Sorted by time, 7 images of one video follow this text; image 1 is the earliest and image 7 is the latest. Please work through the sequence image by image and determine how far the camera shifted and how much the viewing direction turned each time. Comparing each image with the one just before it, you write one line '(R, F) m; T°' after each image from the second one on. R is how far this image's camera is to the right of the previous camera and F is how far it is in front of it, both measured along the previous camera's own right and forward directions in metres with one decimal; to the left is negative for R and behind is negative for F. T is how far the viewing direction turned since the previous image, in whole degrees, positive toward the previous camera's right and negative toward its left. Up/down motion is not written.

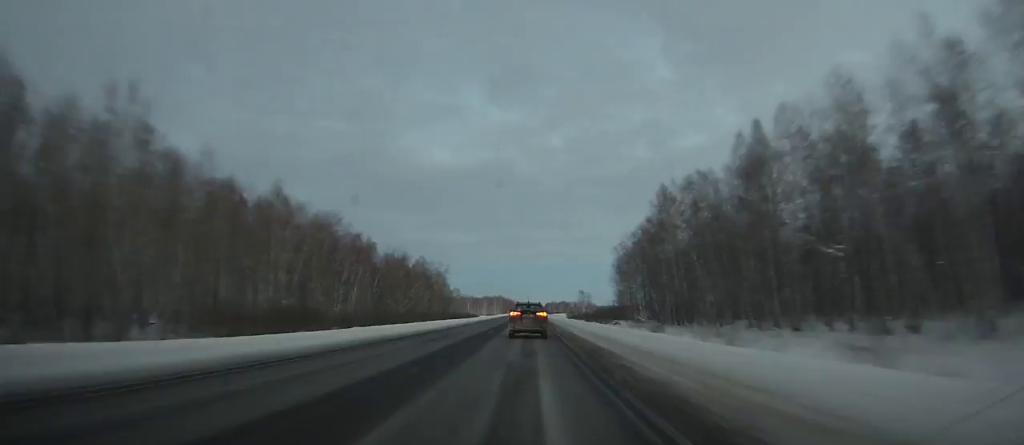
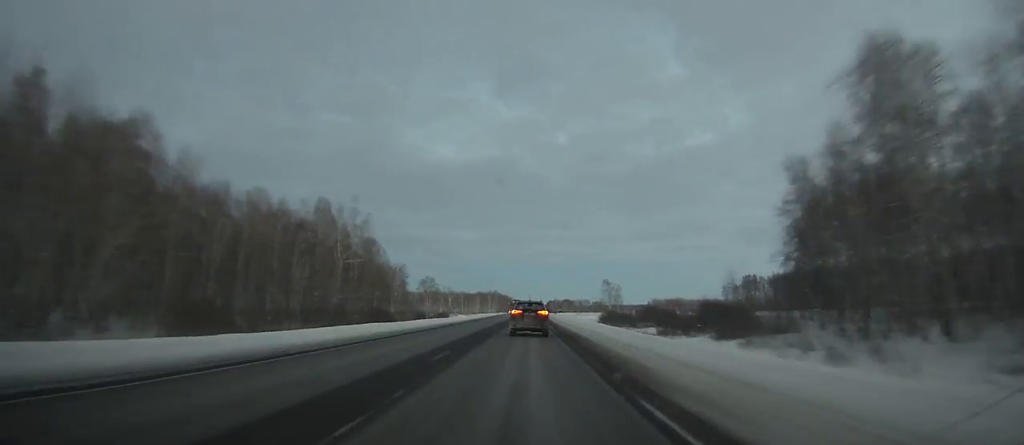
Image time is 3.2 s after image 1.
(+0.1, +90.3) m; 0°
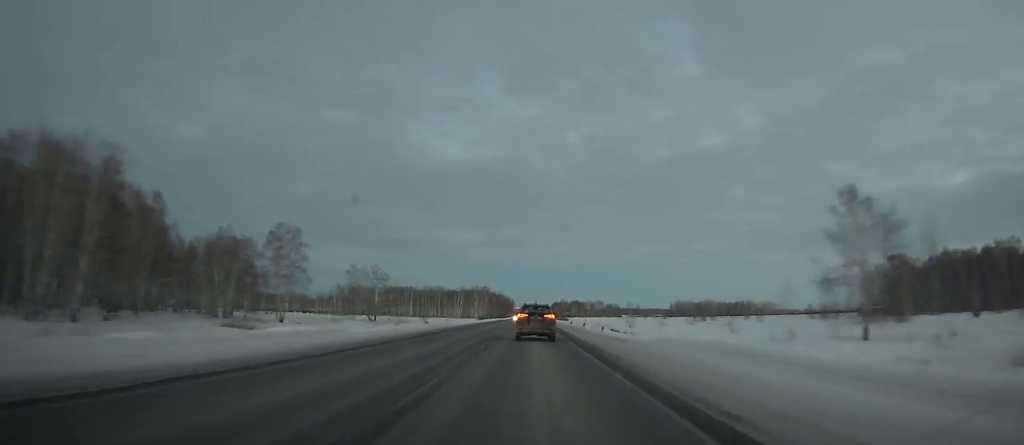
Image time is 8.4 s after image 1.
(-0.5, +148.0) m; 0°
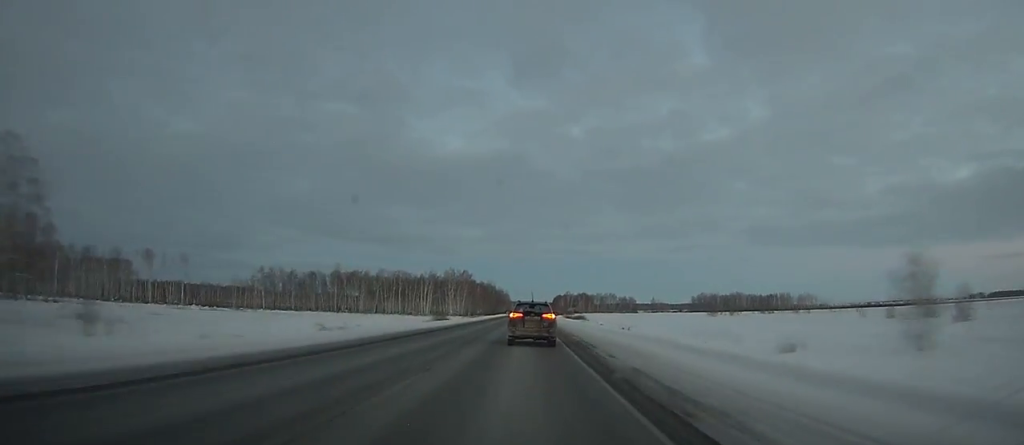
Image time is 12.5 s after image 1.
(+0.6, +116.4) m; 0°
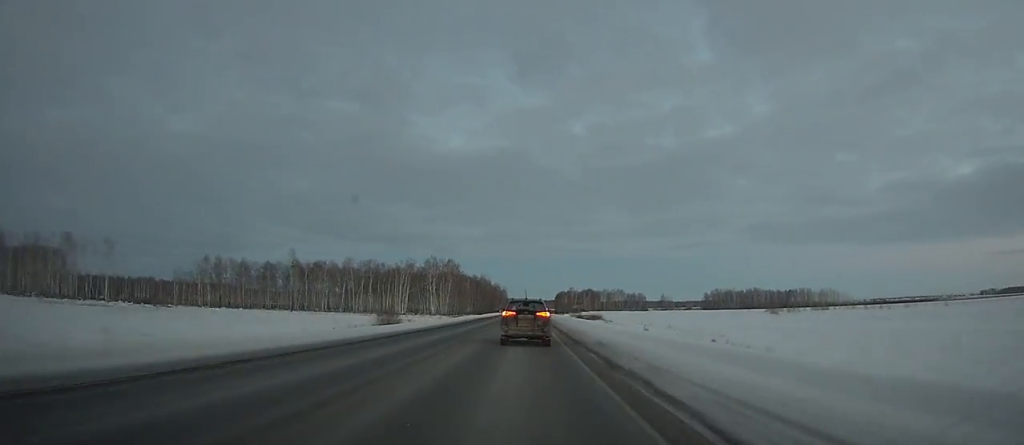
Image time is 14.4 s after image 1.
(-0.1, +53.3) m; 0°
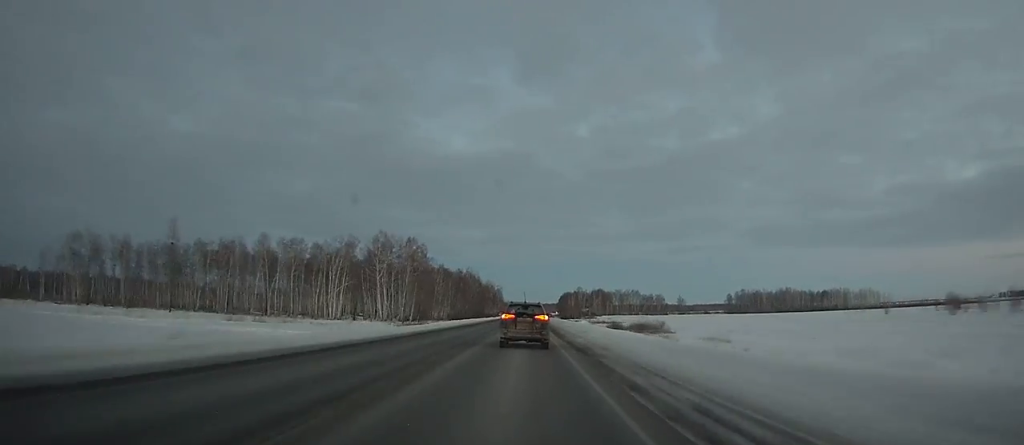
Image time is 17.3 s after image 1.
(-0.1, +80.6) m; 0°
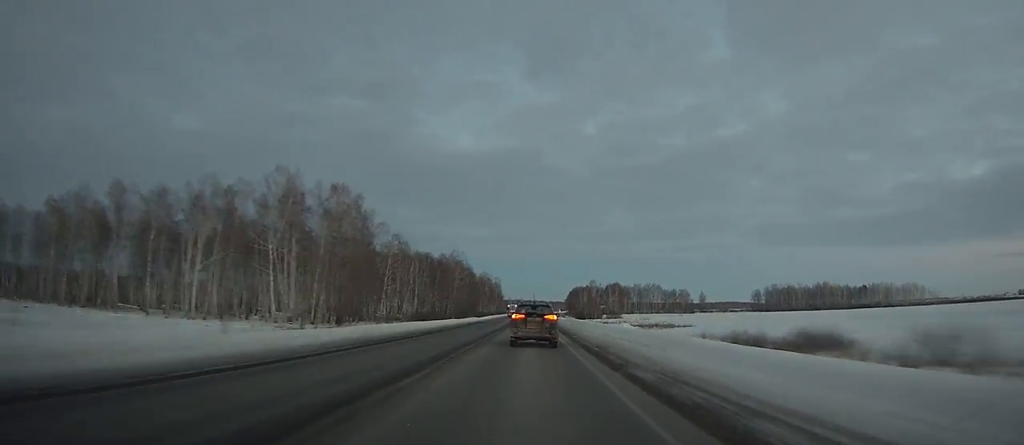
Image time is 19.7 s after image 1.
(-0.2, +66.0) m; 0°
